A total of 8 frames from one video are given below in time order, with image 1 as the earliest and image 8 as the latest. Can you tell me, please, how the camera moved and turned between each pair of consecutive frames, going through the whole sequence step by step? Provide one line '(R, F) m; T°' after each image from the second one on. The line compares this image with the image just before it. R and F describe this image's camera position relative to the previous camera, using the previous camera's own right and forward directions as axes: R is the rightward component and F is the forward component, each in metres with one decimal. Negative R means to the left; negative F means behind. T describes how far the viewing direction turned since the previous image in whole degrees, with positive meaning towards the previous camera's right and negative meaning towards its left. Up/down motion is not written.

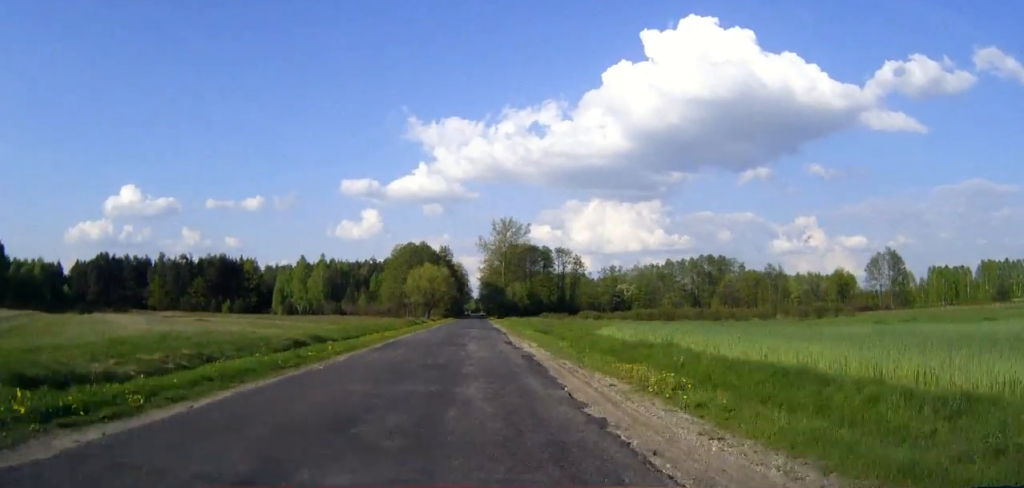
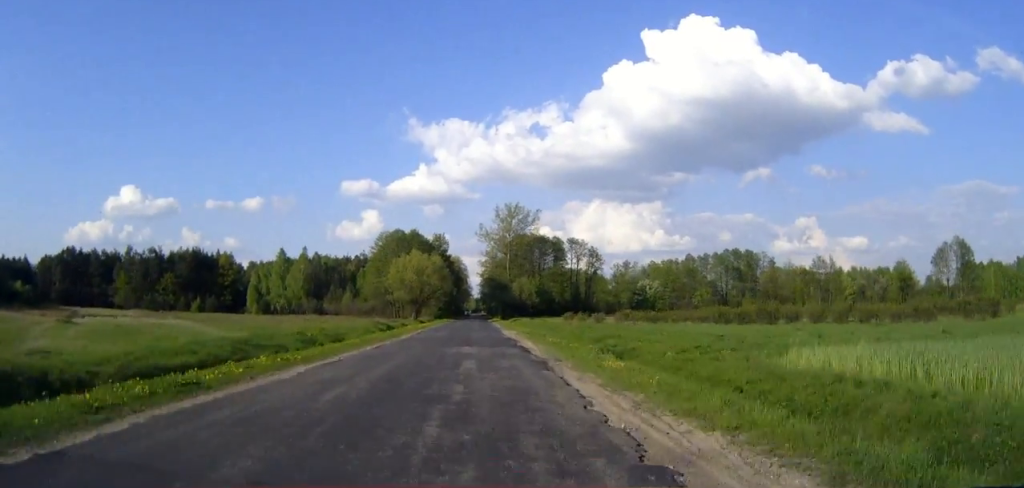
(+0.1, +26.0) m; 0°
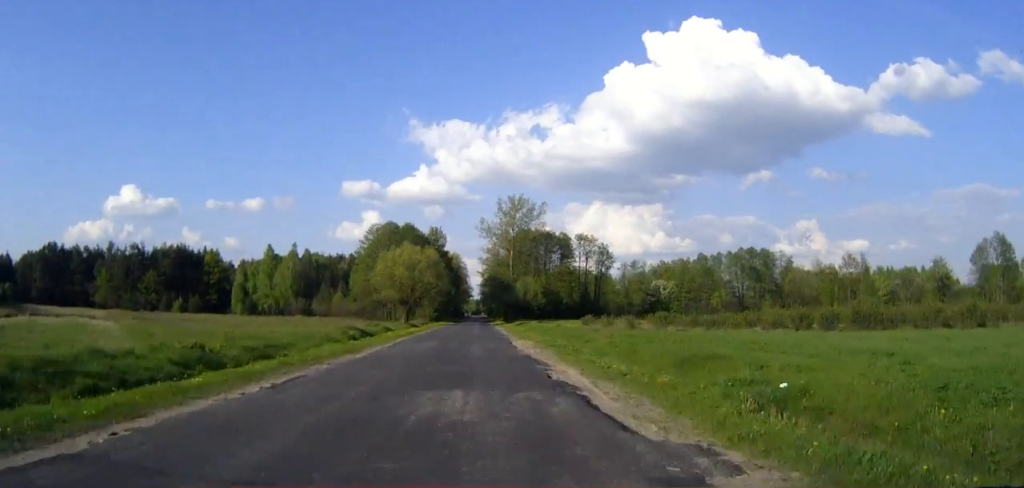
(0.0, +13.1) m; 0°
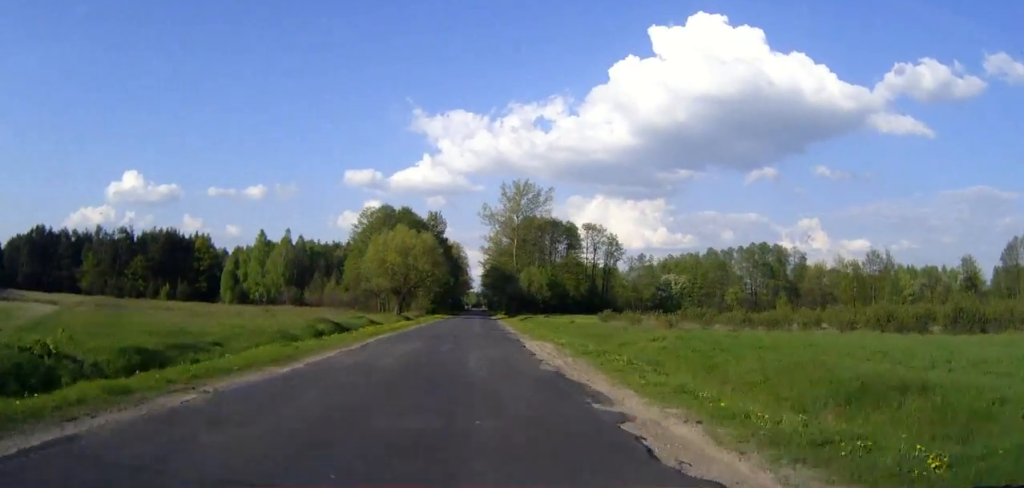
(0.0, +8.8) m; 0°
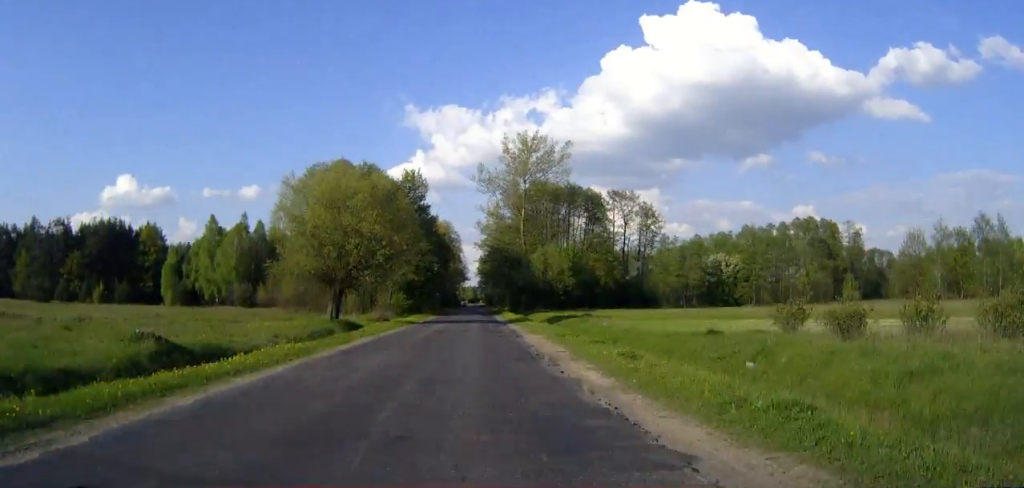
(0.0, +34.1) m; 0°
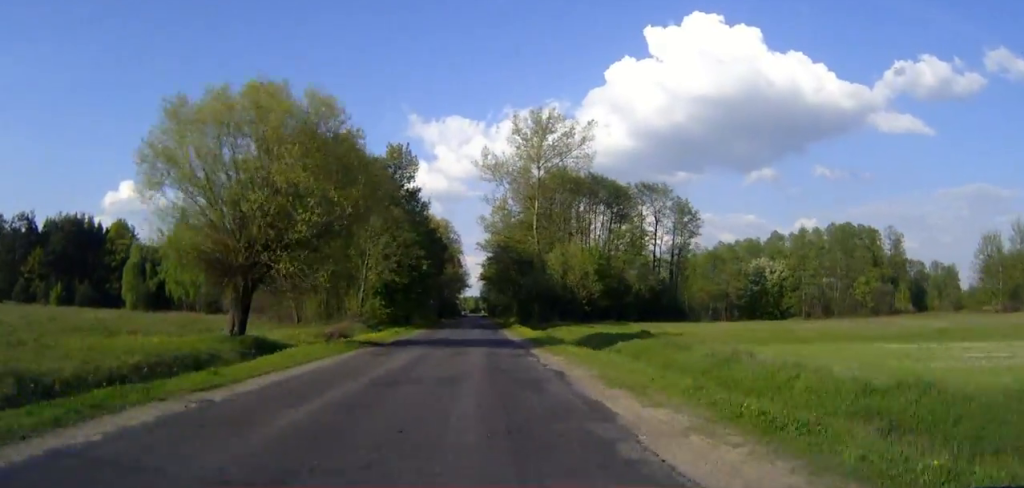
(0.0, +18.4) m; 0°
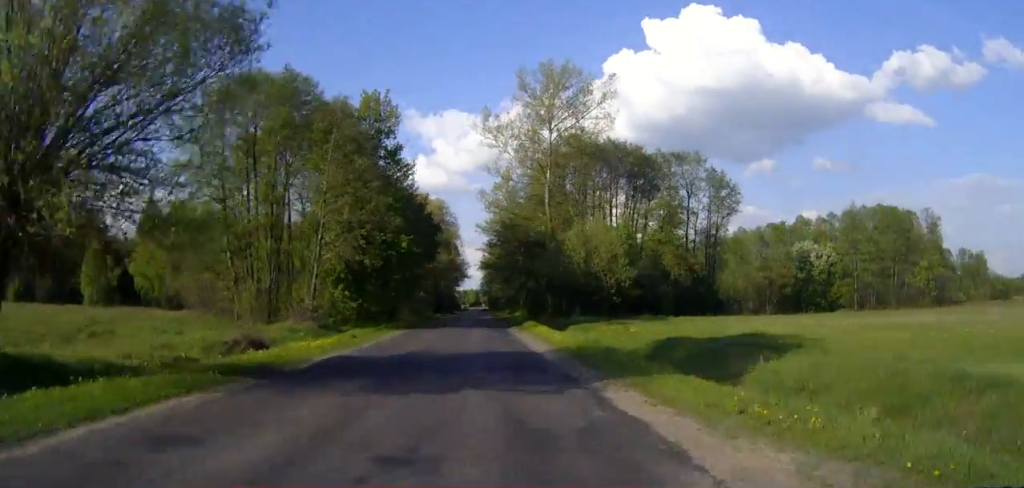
(0.0, +15.2) m; 0°
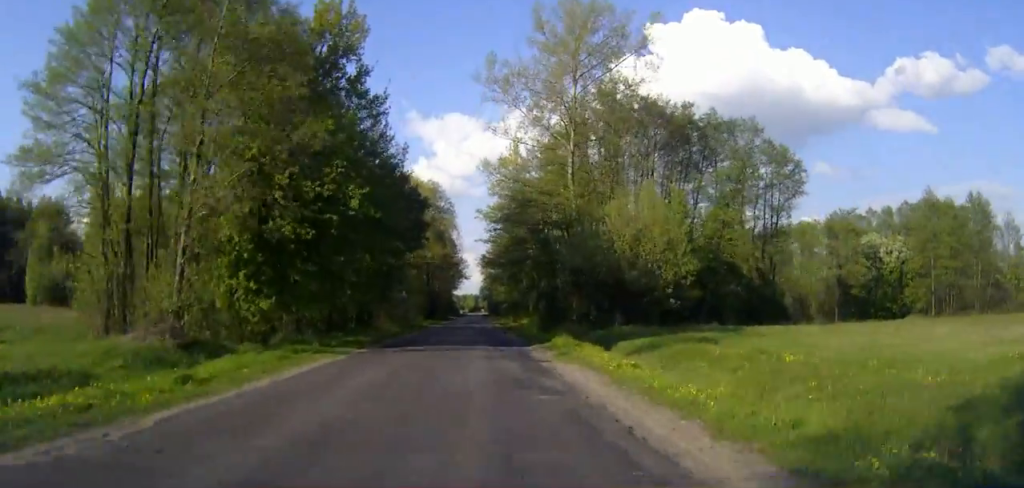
(0.0, +17.1) m; 0°
